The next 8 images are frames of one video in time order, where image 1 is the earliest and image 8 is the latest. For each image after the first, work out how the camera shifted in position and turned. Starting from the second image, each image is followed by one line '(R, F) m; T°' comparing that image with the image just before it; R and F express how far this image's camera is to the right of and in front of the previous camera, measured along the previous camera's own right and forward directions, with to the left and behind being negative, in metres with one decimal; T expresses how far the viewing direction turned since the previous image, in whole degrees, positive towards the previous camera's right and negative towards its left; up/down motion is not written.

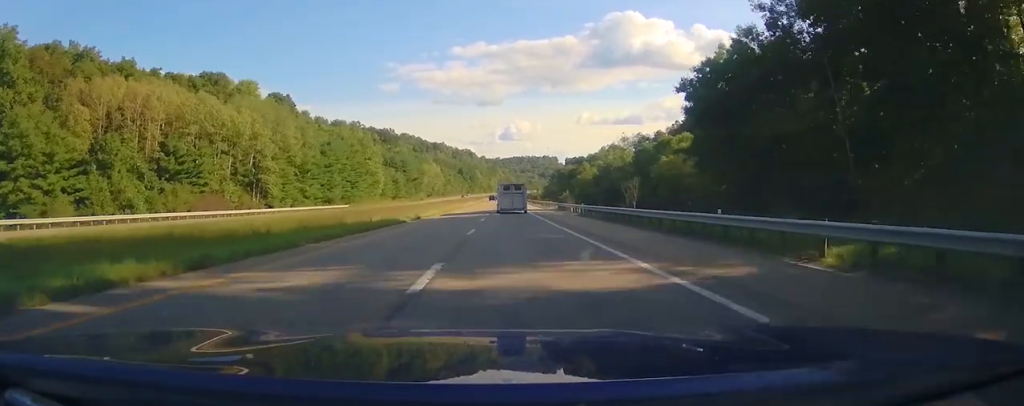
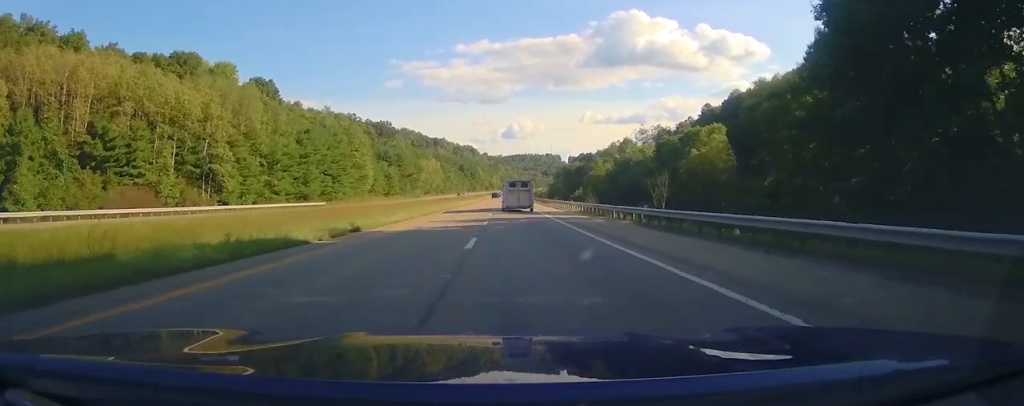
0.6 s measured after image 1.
(0.0, +19.4) m; 0°
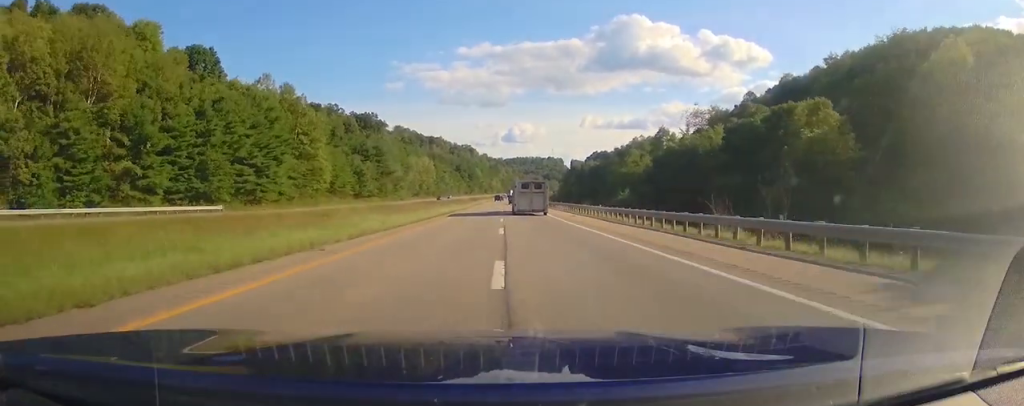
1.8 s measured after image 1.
(-0.4, +43.5) m; -1°
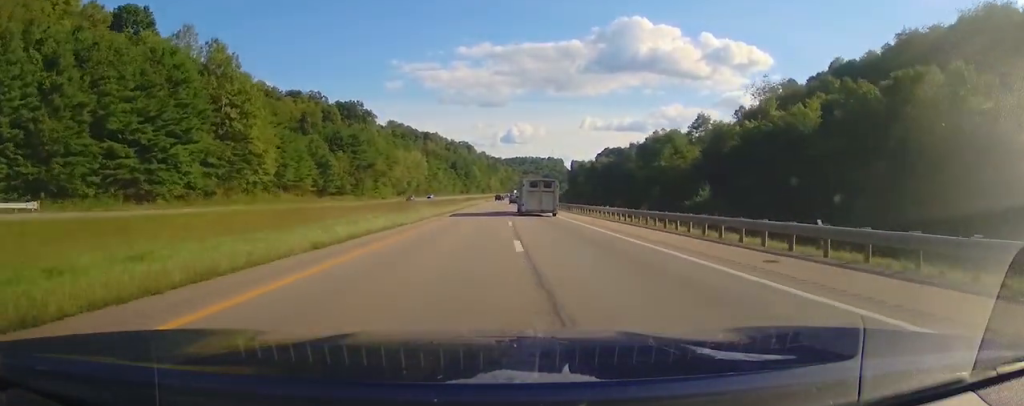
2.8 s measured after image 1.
(-0.1, +32.2) m; 0°
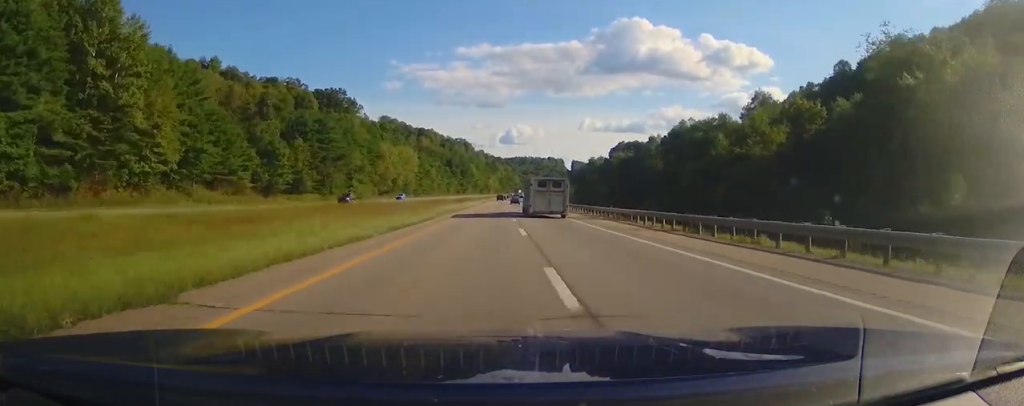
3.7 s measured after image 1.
(+0.2, +31.0) m; +1°
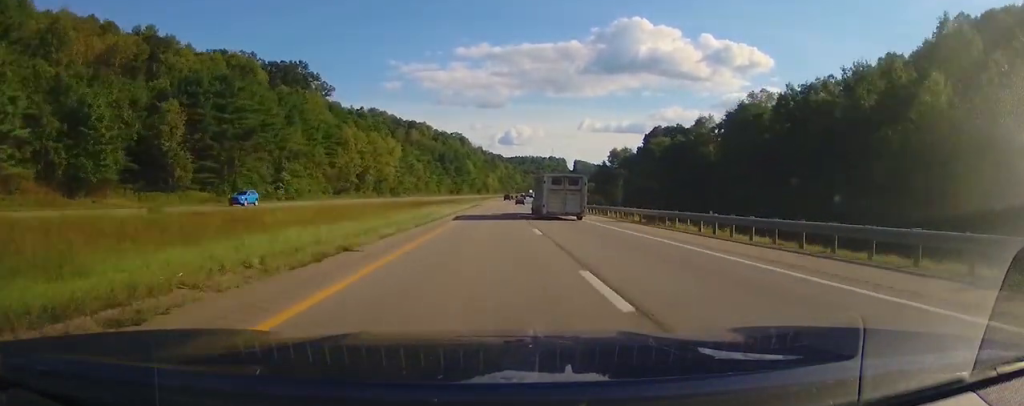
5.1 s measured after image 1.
(+0.4, +50.2) m; +1°
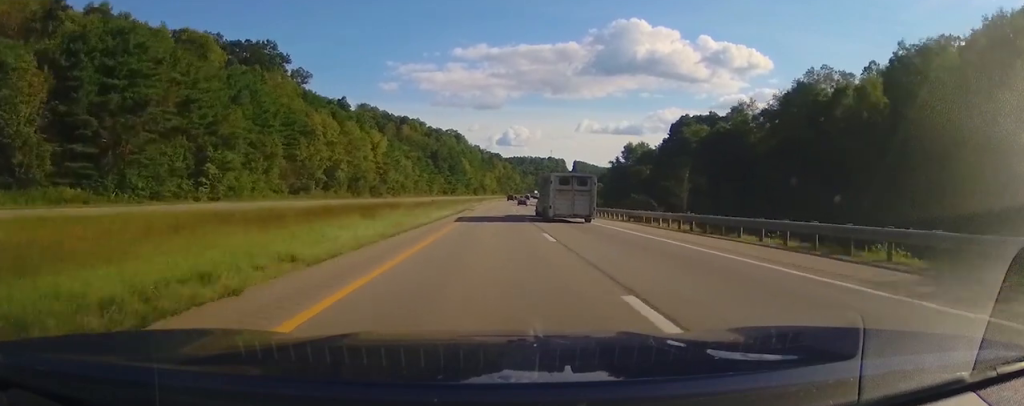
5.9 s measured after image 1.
(+0.1, +27.2) m; +1°
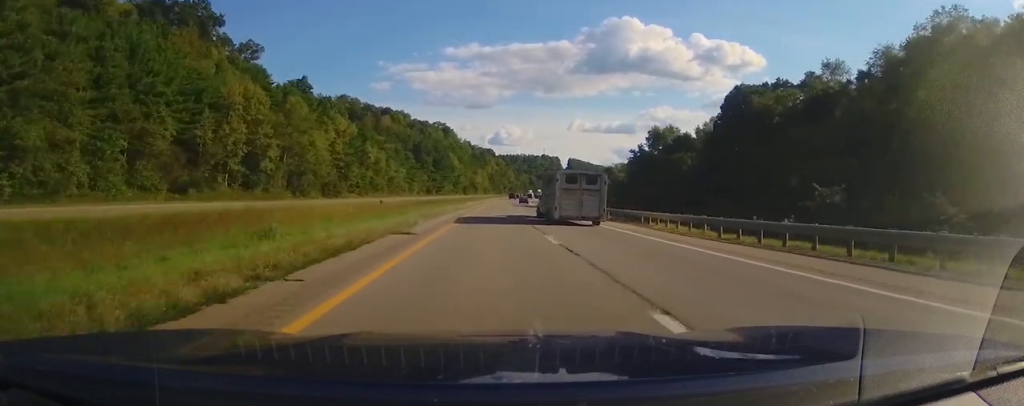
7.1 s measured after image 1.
(+0.3, +38.4) m; +1°
